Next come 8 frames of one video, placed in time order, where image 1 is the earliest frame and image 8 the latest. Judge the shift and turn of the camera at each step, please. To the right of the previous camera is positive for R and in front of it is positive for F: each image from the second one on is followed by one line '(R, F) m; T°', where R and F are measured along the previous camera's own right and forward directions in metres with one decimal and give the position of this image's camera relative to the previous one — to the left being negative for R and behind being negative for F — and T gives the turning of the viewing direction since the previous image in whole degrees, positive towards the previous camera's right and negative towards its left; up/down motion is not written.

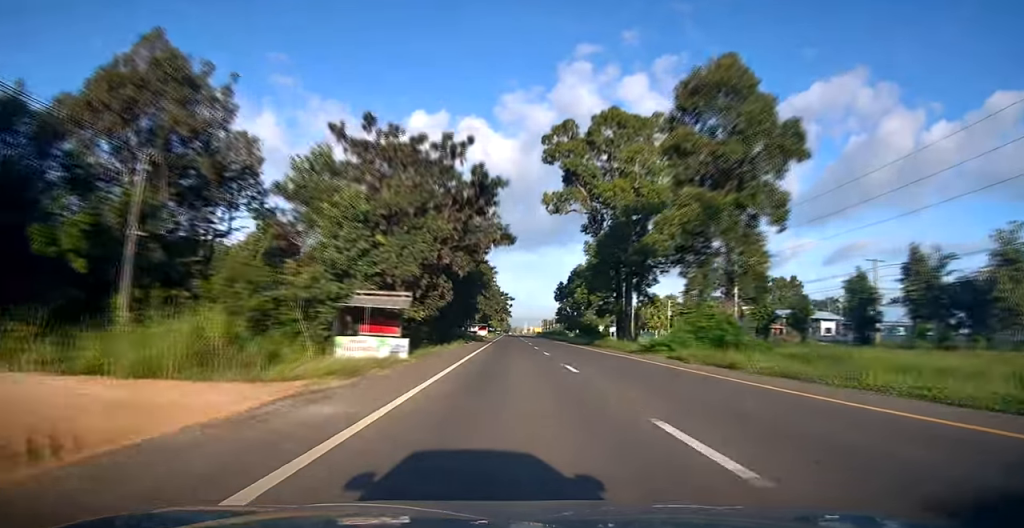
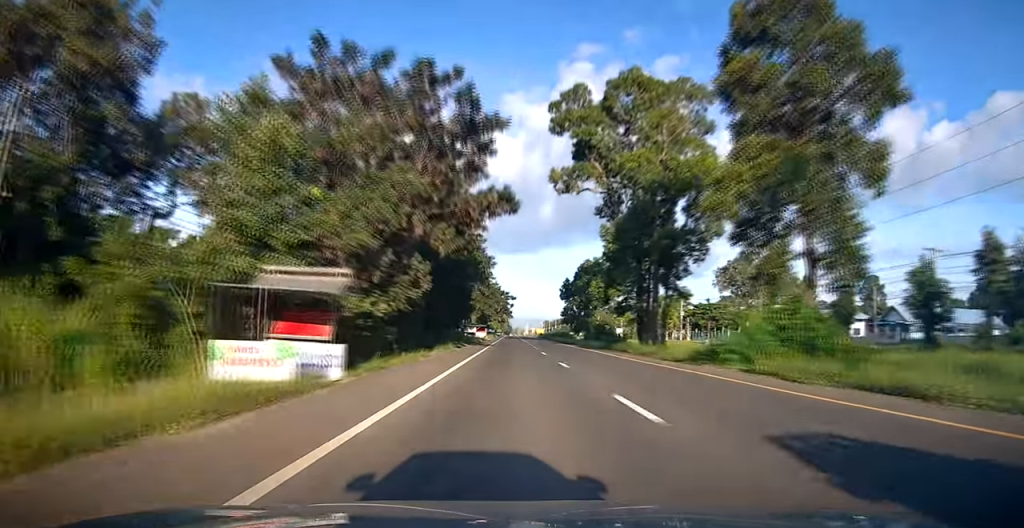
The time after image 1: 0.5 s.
(+0.1, +8.8) m; 0°
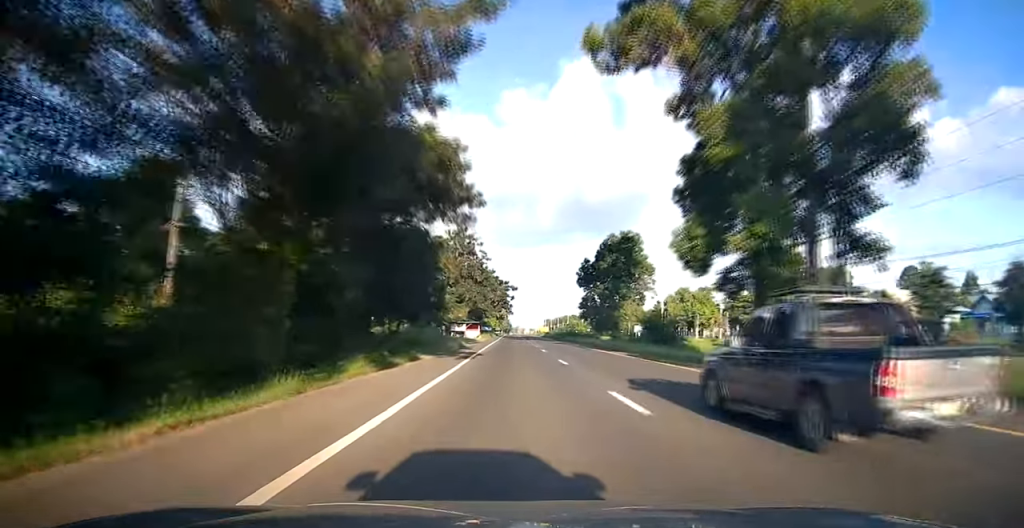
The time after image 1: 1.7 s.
(-0.4, +23.0) m; -1°
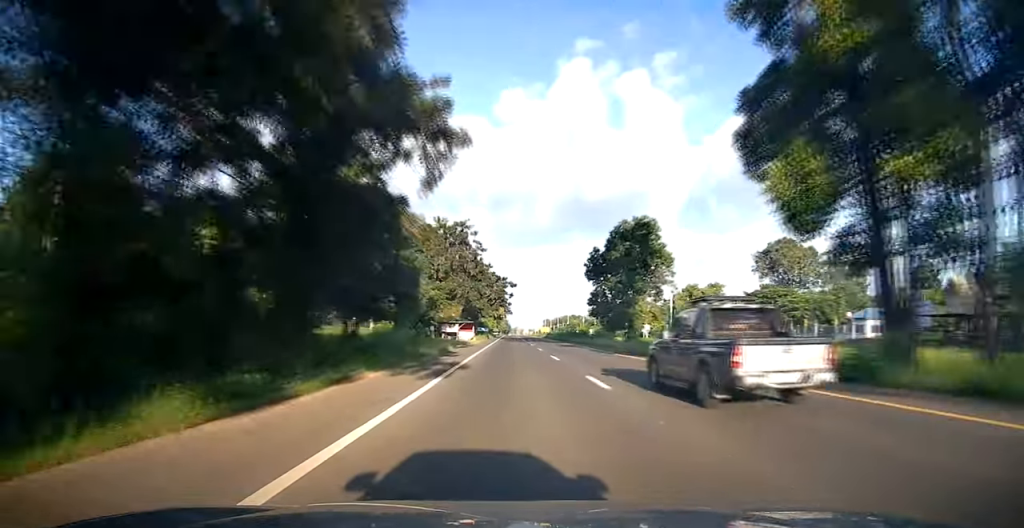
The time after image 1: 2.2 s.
(0.0, +9.0) m; 0°
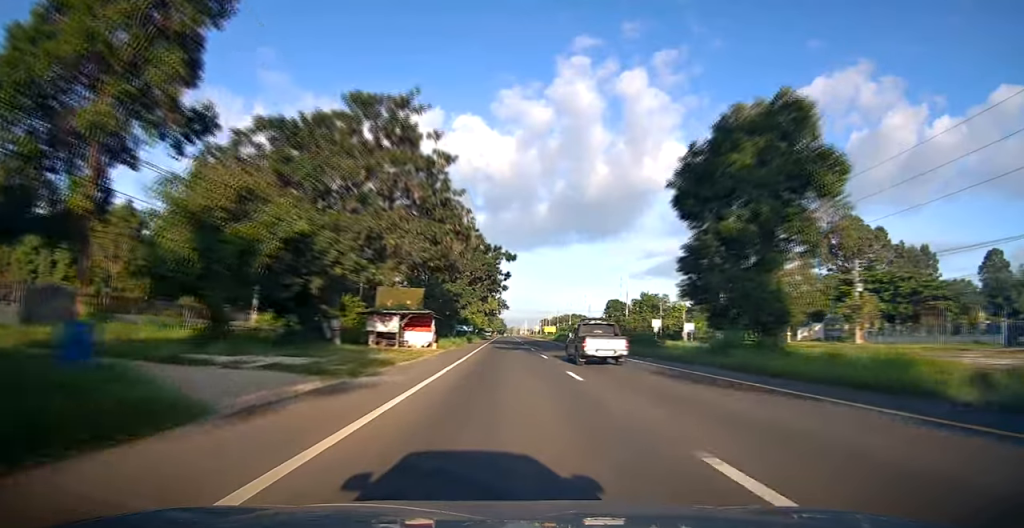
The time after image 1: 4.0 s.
(0.0, +33.6) m; 0°
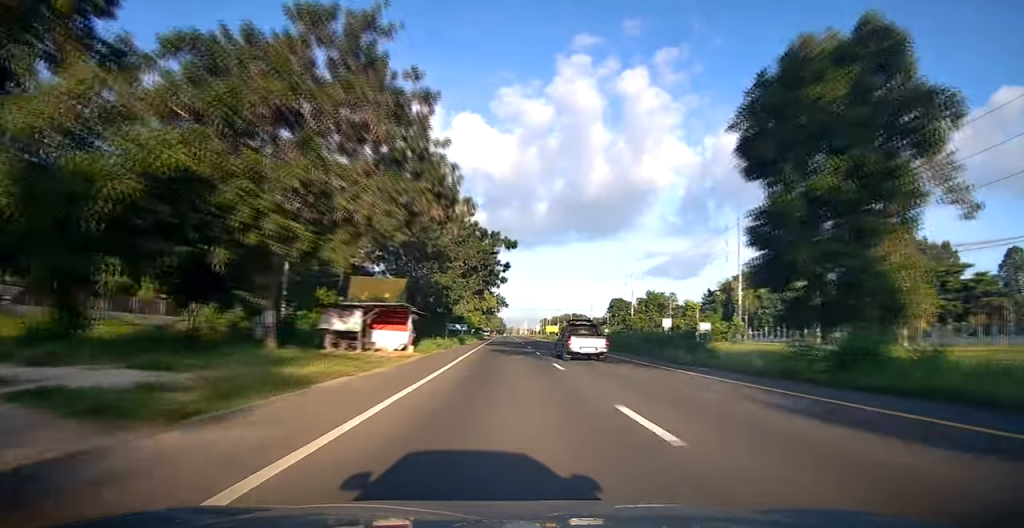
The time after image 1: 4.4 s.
(0.0, +8.2) m; 0°
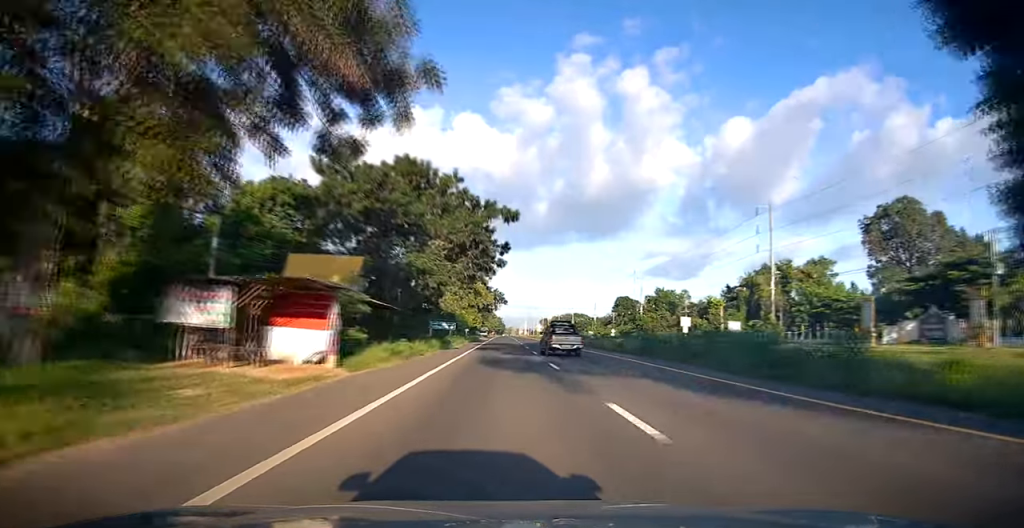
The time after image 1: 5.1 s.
(0.0, +11.9) m; 0°
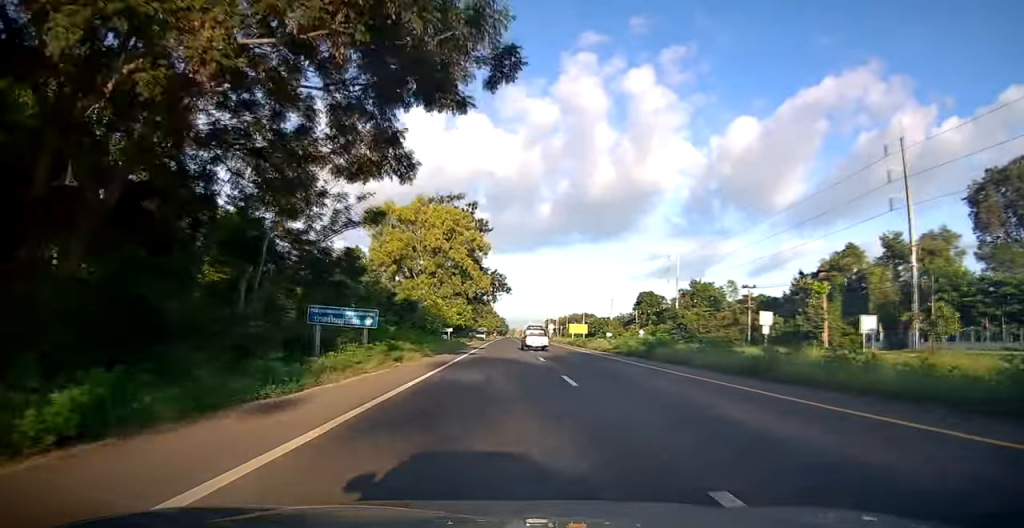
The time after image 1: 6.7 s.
(+0.2, +29.4) m; 0°
